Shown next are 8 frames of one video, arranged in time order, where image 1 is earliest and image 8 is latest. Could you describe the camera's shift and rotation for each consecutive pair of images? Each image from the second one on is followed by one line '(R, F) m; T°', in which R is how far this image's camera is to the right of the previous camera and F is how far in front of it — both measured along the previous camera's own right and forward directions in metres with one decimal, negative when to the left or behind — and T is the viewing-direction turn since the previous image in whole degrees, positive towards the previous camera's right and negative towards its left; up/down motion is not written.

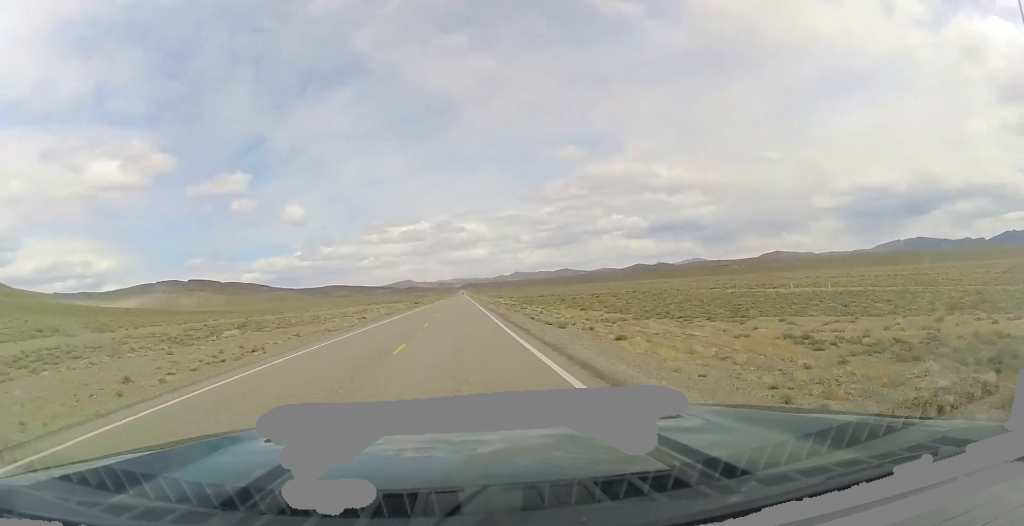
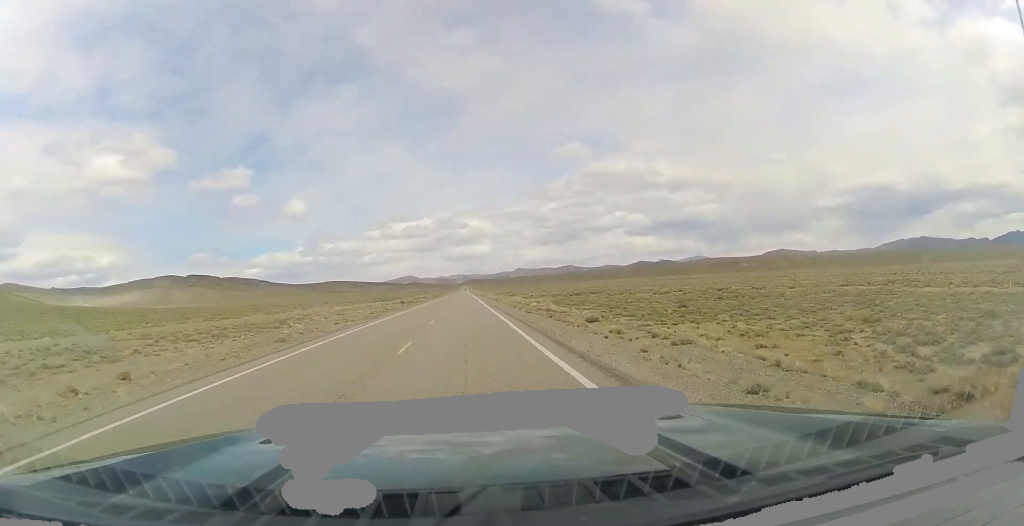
(+0.3, +50.0) m; +1°
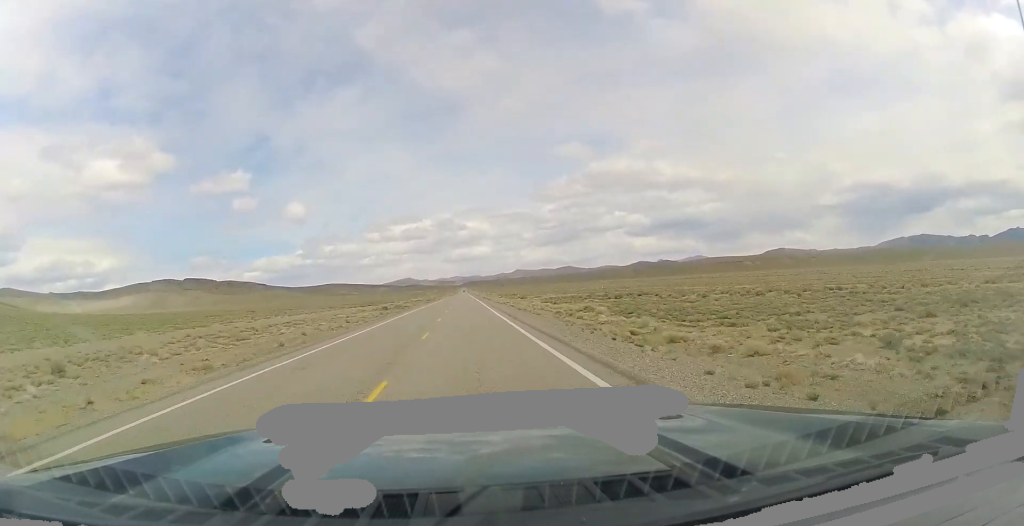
(0.0, +32.2) m; 0°
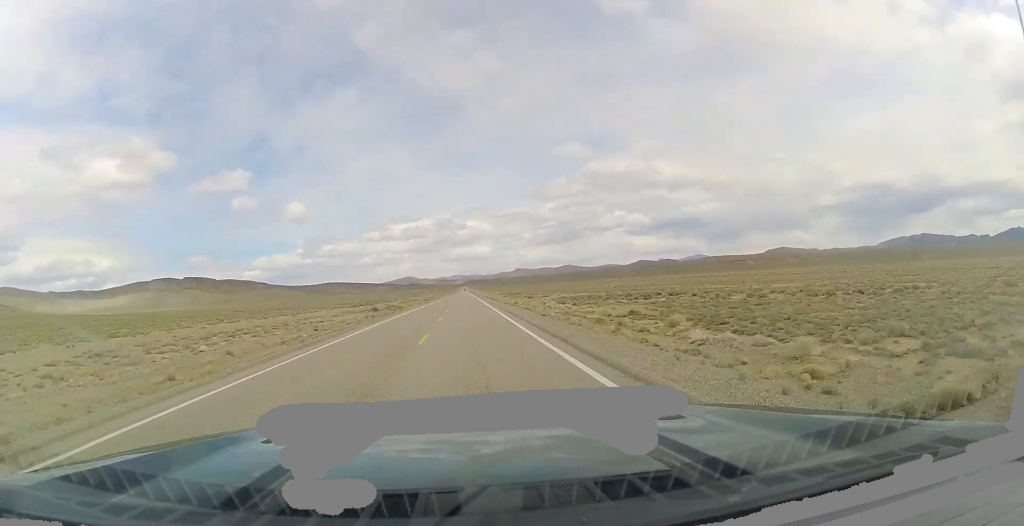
(0.0, +14.3) m; 0°
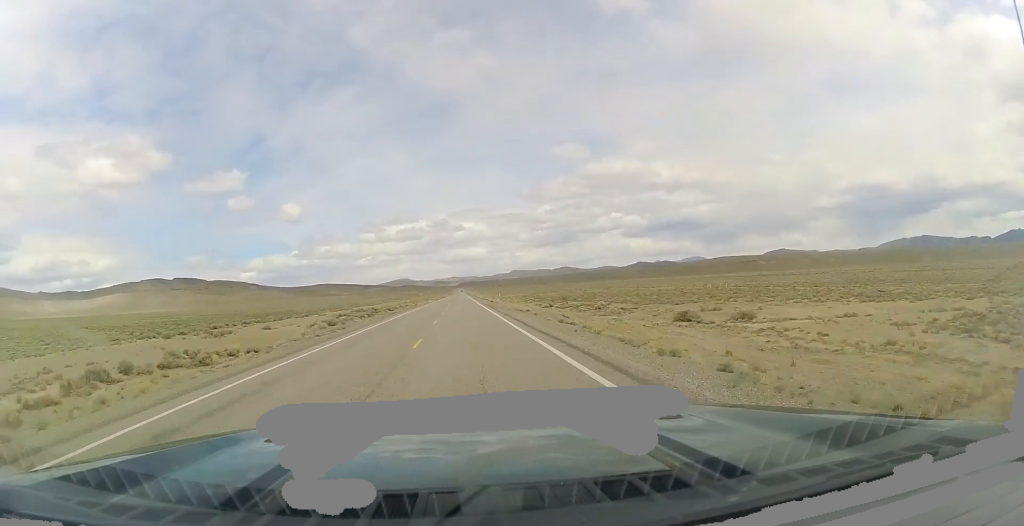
(-0.6, +99.3) m; -1°
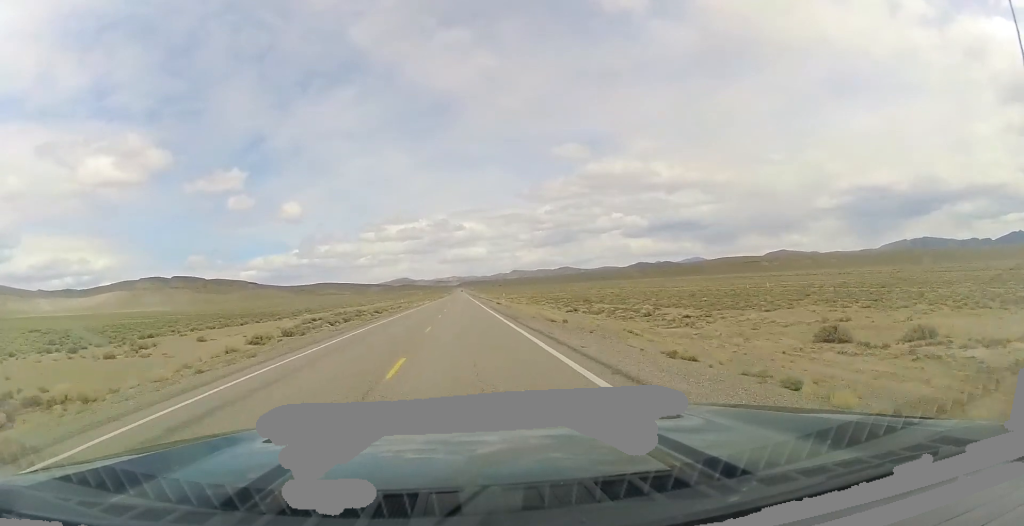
(0.0, +18.1) m; +1°
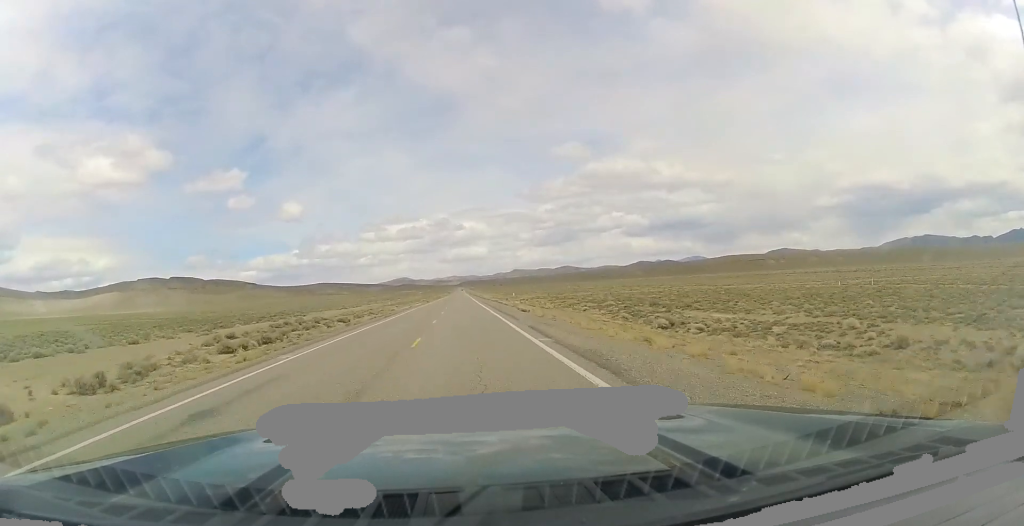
(+0.2, +31.4) m; +1°
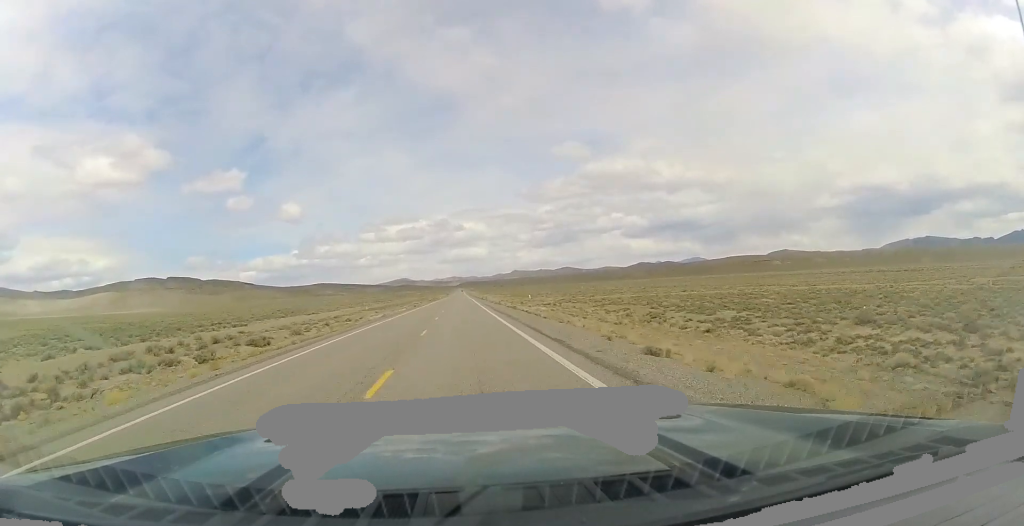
(+0.4, +32.6) m; 0°
